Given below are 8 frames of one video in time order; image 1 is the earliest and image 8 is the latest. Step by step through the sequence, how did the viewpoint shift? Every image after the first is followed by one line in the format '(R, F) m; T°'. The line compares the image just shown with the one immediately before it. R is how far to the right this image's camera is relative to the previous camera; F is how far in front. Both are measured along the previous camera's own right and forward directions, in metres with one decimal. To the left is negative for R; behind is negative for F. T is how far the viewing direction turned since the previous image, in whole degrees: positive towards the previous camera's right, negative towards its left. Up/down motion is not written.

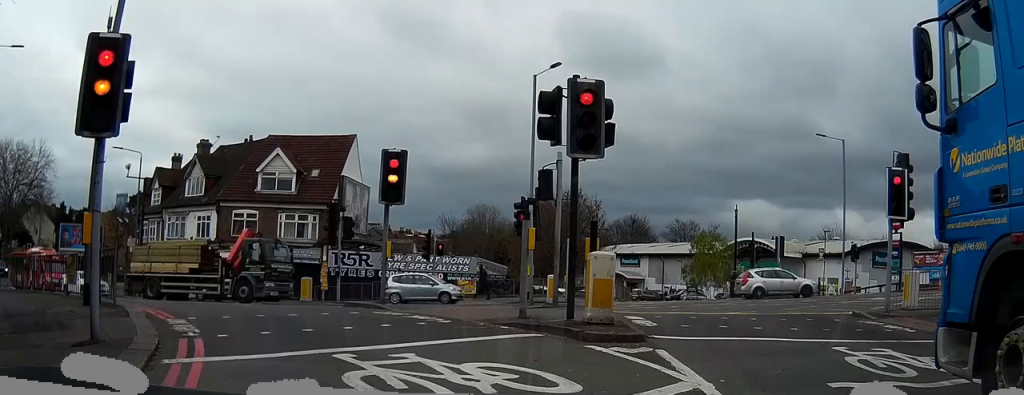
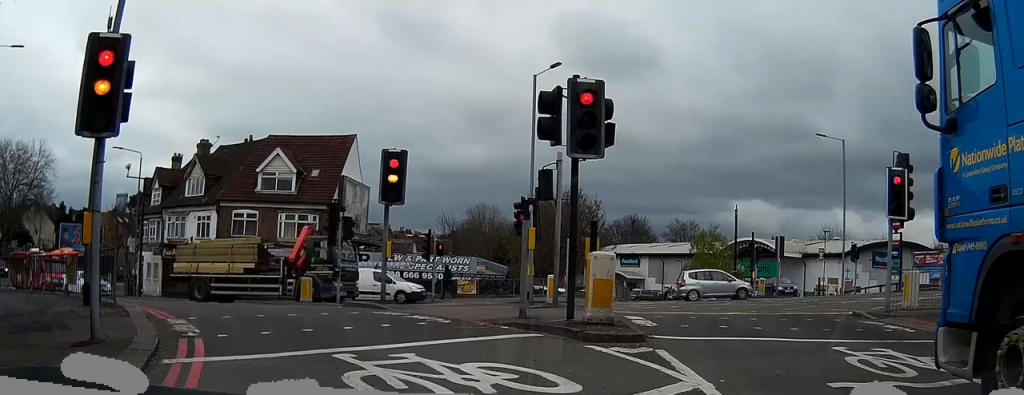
(0.0, 0.0) m; 0°
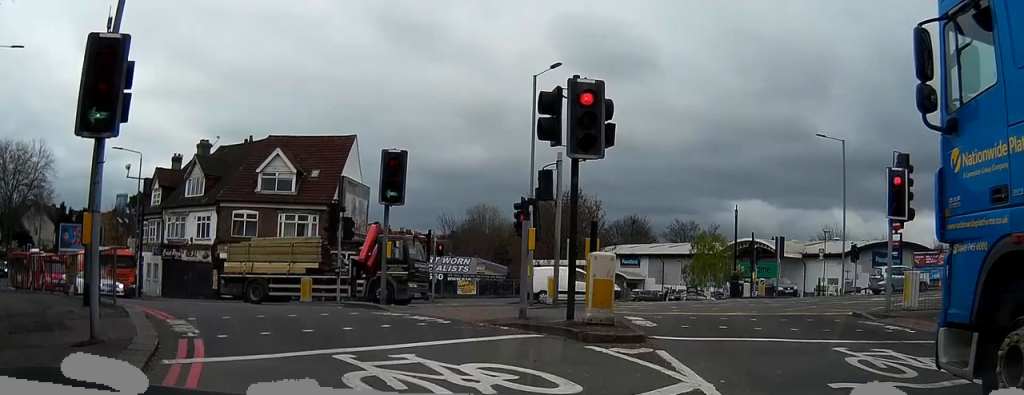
(0.0, +0.3) m; 0°
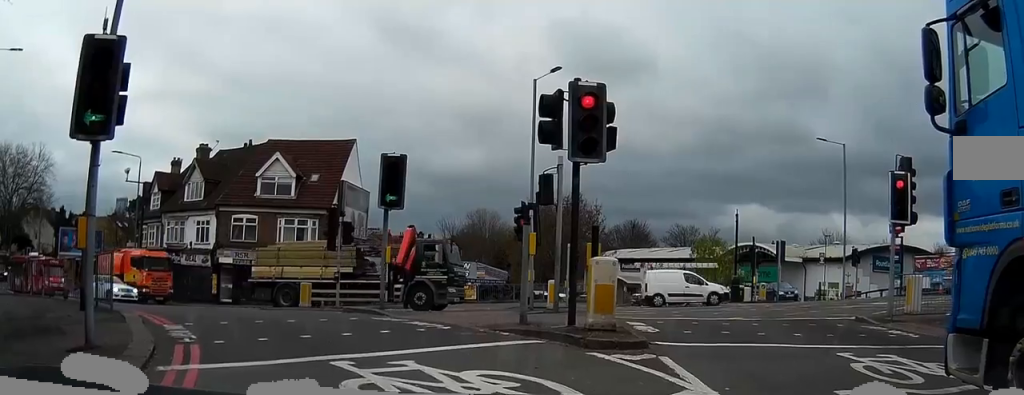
(0.0, +0.5) m; 0°
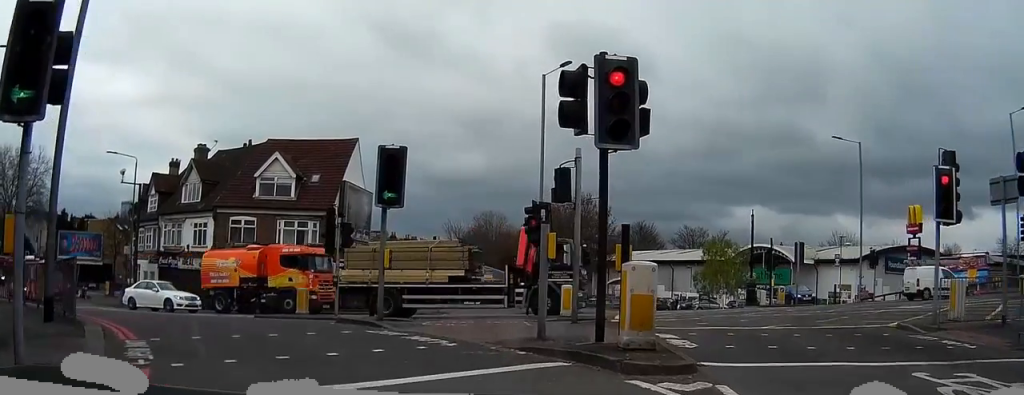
(0.0, +2.5) m; -3°
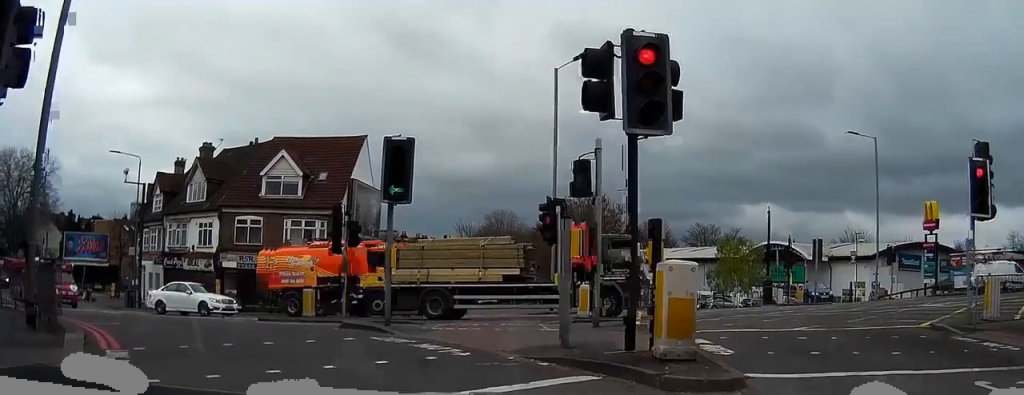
(+0.1, +1.1) m; -2°
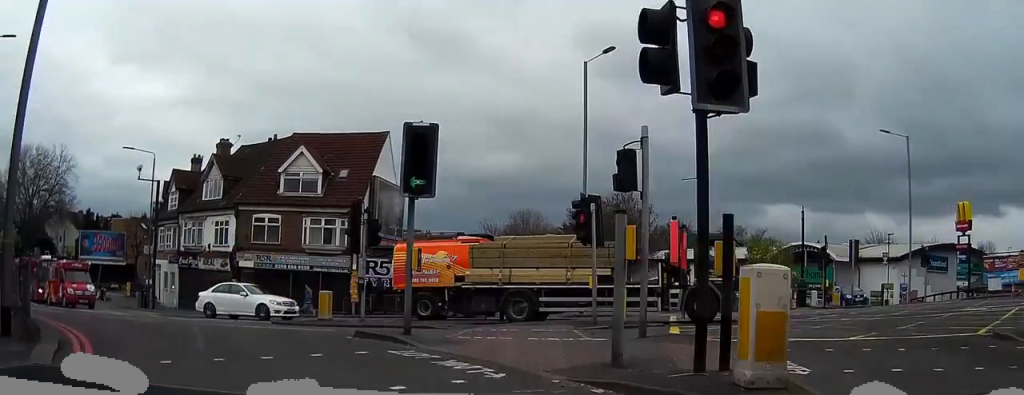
(-0.1, +1.7) m; -5°
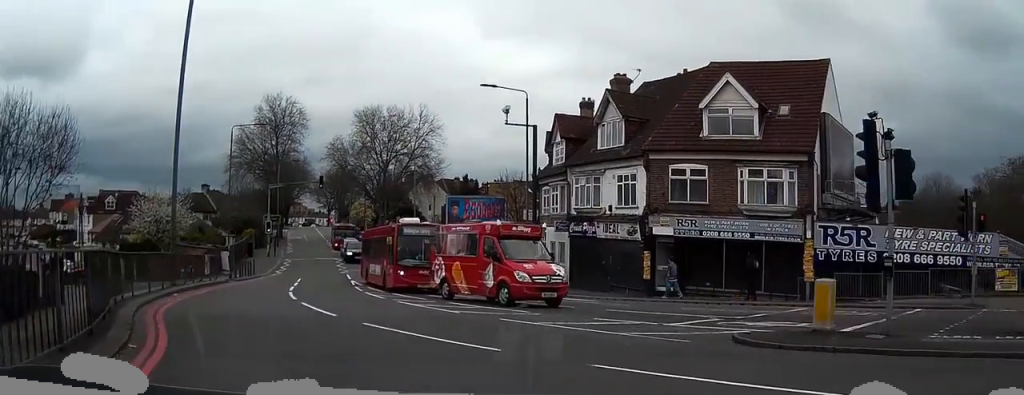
(-3.4, +10.8) m; -28°
